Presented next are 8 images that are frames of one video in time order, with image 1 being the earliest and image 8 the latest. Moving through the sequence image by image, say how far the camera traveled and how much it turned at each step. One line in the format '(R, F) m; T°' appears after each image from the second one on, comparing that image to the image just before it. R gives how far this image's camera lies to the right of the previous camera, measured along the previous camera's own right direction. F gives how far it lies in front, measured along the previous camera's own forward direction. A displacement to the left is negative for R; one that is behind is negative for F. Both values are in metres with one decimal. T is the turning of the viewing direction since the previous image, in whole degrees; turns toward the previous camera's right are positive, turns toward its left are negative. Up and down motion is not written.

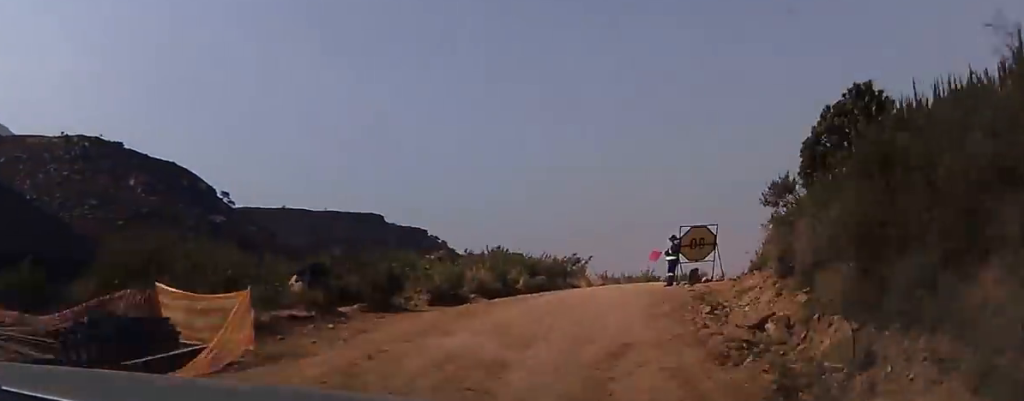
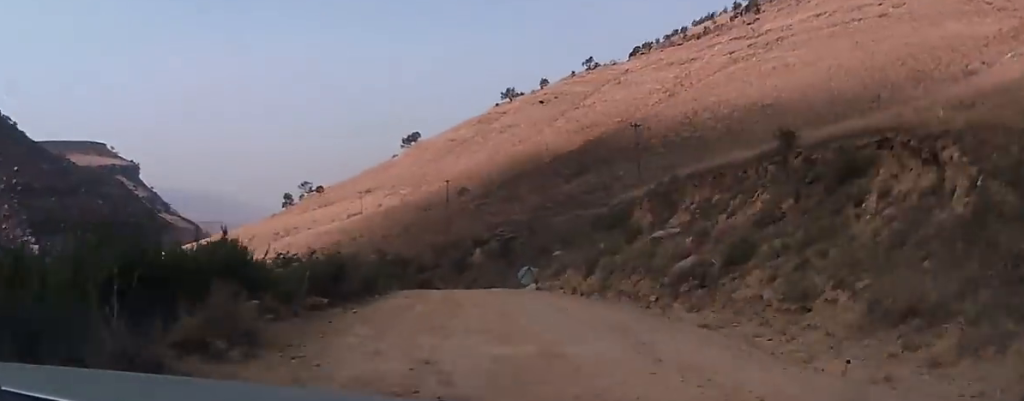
(+21.6, +69.0) m; +16°
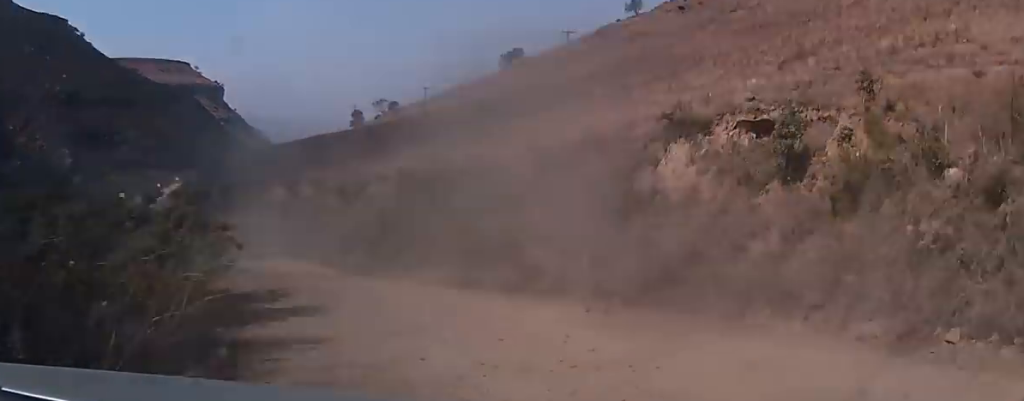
(-8.8, +56.8) m; -18°
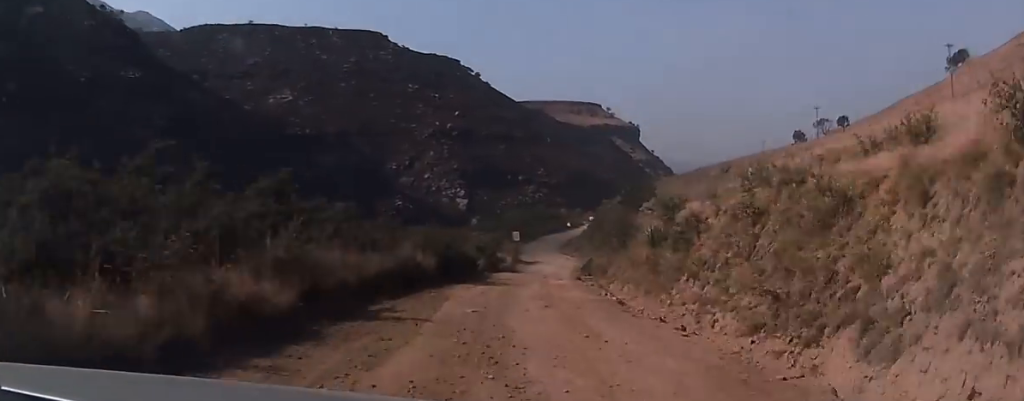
(-4.8, +44.2) m; -7°
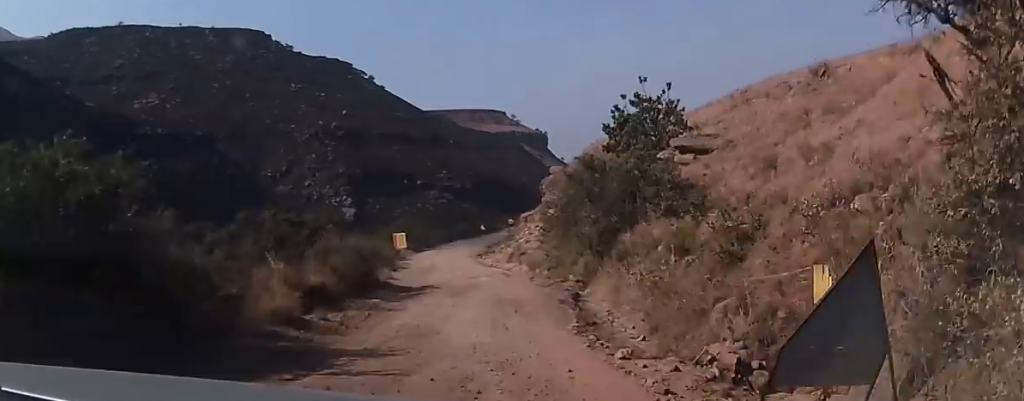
(-2.2, +45.5) m; -1°
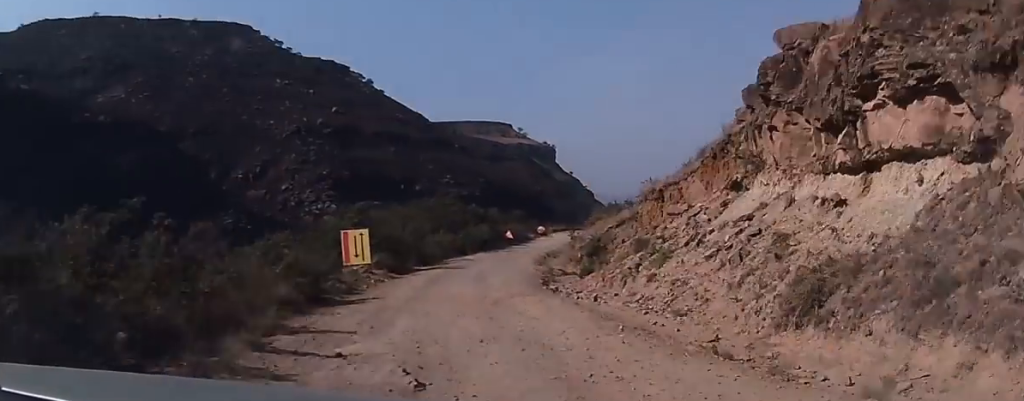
(+0.6, +43.6) m; +4°
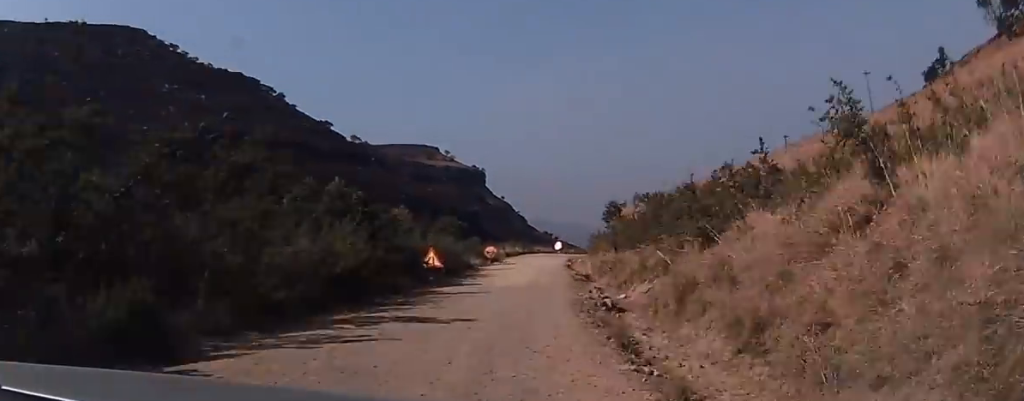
(+2.0, +49.9) m; +7°
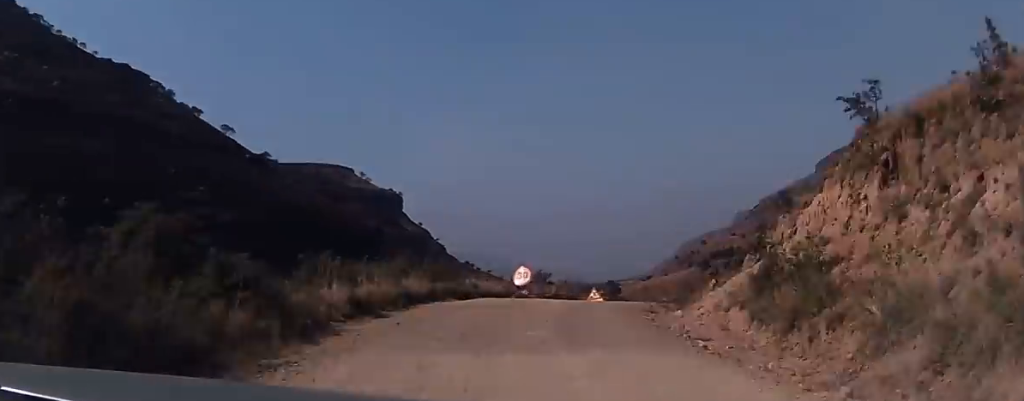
(-0.2, +49.0) m; +10°
